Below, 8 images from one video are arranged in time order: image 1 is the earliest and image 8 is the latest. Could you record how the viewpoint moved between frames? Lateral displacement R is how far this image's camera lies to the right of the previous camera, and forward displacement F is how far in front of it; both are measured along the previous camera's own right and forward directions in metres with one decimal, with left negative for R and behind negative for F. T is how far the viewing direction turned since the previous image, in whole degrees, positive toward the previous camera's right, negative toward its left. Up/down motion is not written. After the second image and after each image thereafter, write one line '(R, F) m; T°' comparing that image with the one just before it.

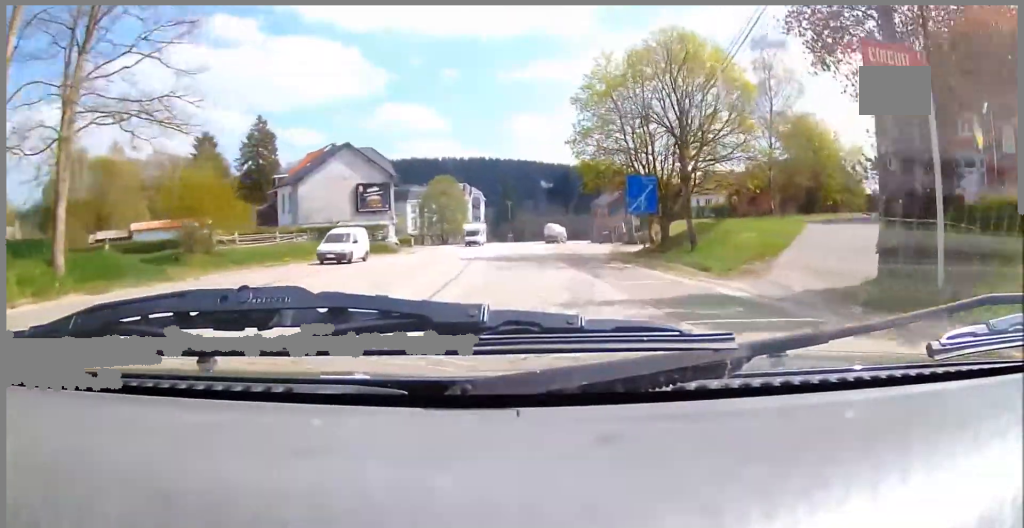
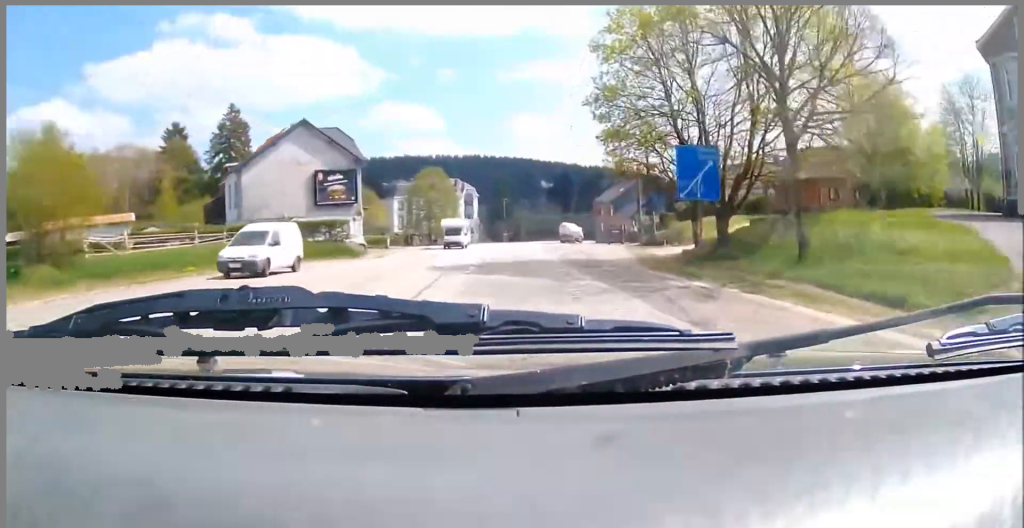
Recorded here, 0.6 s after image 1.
(+0.3, +14.4) m; 0°
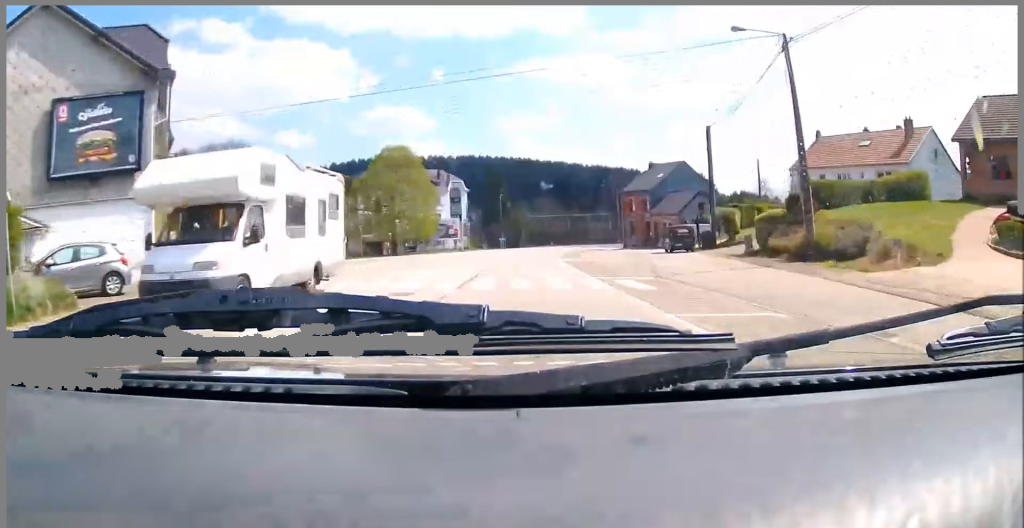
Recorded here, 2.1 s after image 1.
(-0.8, +36.8) m; -1°
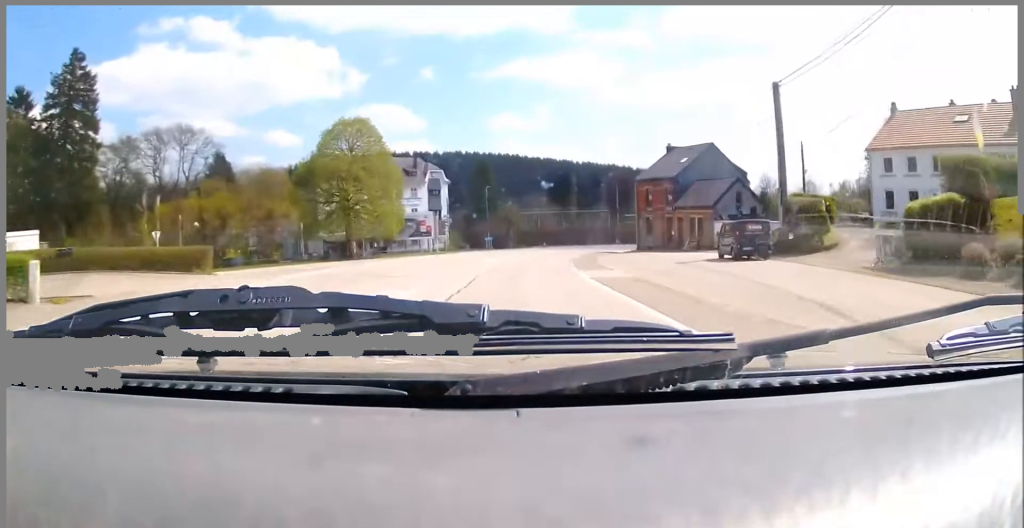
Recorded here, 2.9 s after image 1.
(+0.1, +18.7) m; 0°
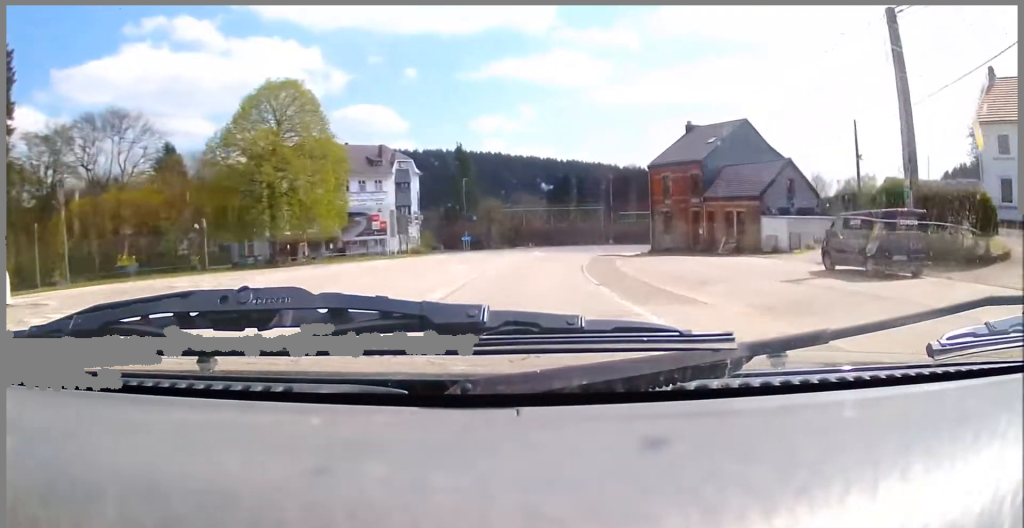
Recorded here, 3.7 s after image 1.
(0.0, +16.7) m; 0°
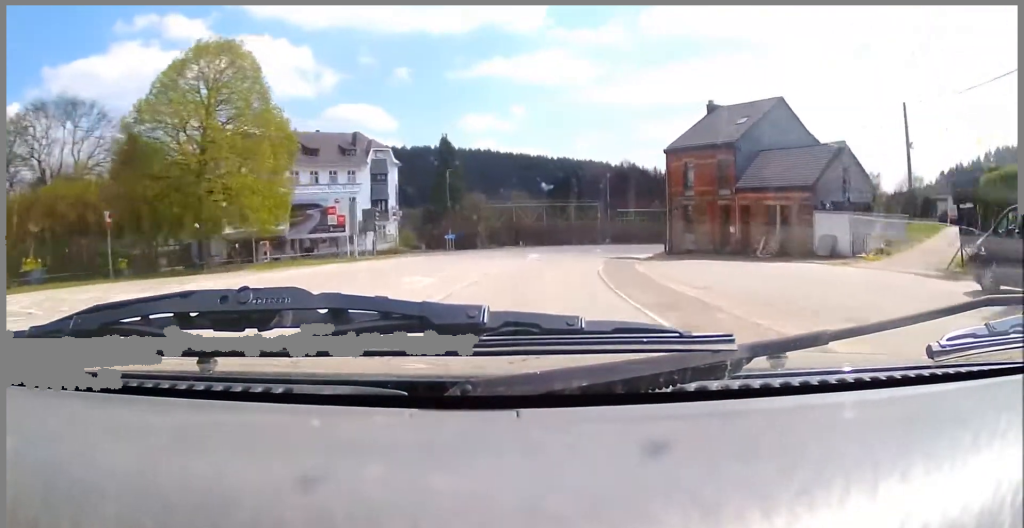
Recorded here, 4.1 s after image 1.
(-0.1, +10.2) m; 0°
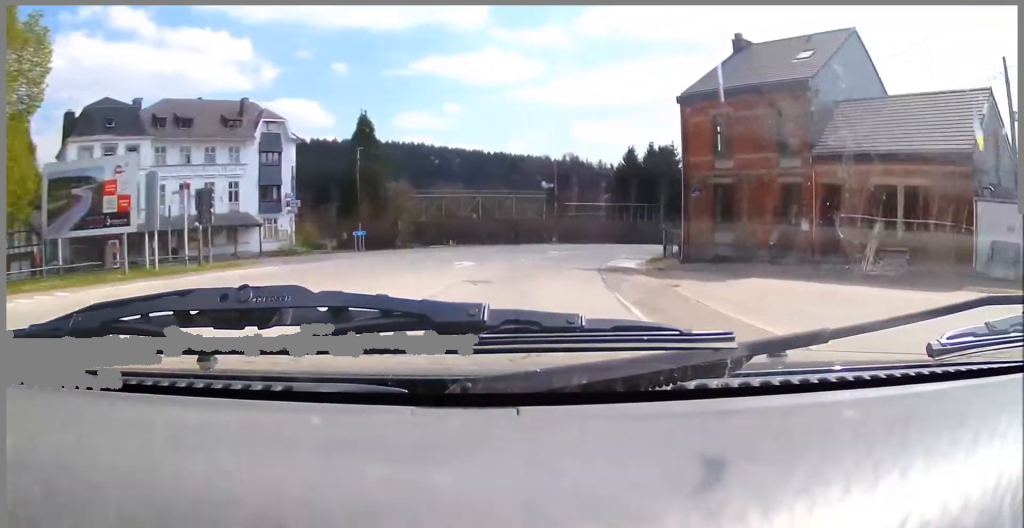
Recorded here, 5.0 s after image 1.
(+0.1, +19.2) m; +1°
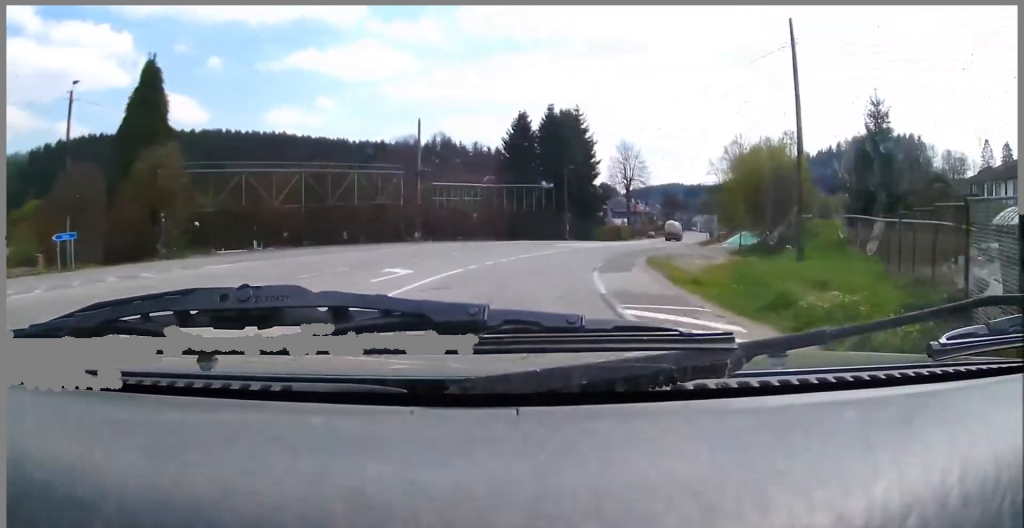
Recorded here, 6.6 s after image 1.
(+0.1, +31.4) m; +1°
